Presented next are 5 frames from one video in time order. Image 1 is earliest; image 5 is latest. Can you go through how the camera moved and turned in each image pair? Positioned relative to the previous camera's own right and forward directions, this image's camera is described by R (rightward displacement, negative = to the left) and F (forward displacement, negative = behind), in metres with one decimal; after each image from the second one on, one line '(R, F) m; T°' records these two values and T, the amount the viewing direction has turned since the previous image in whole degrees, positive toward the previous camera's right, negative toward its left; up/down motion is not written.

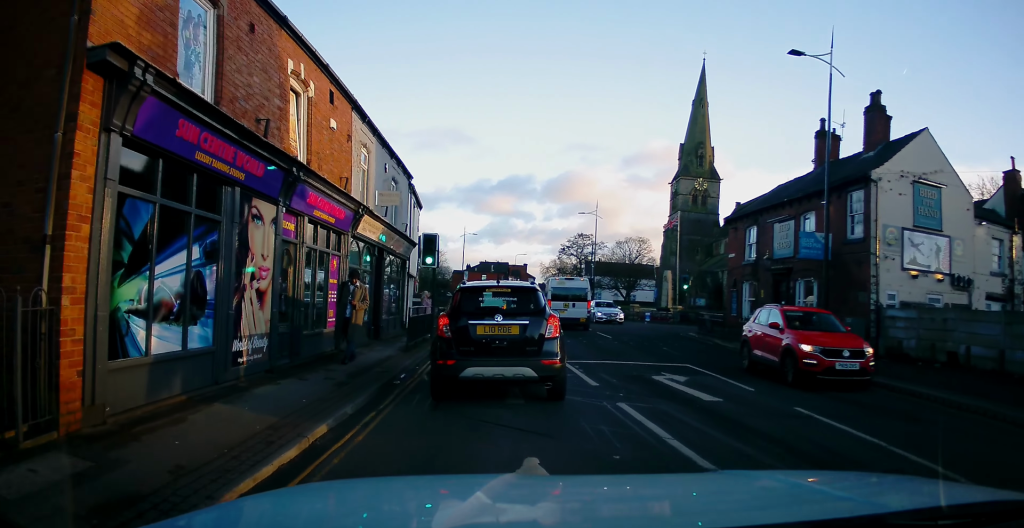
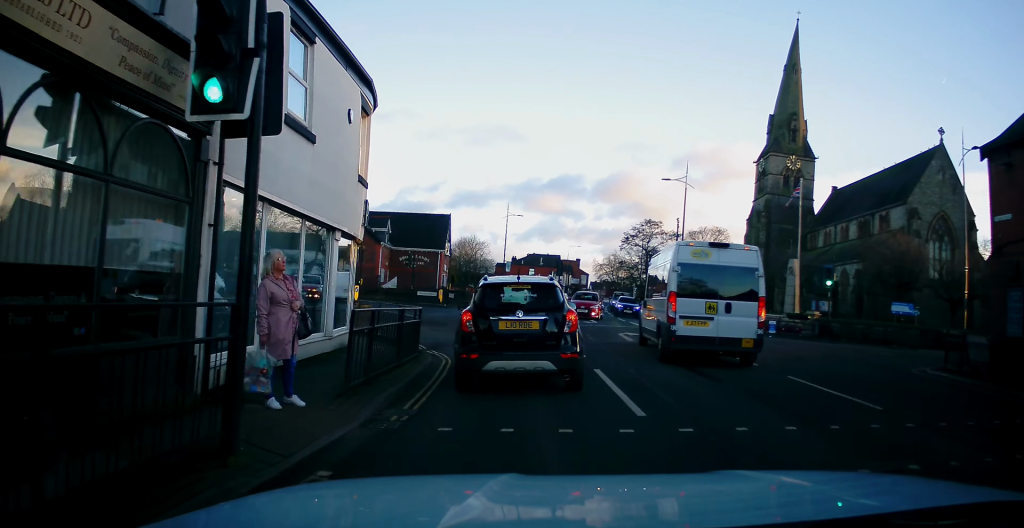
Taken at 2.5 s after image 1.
(-0.7, +15.9) m; -3°
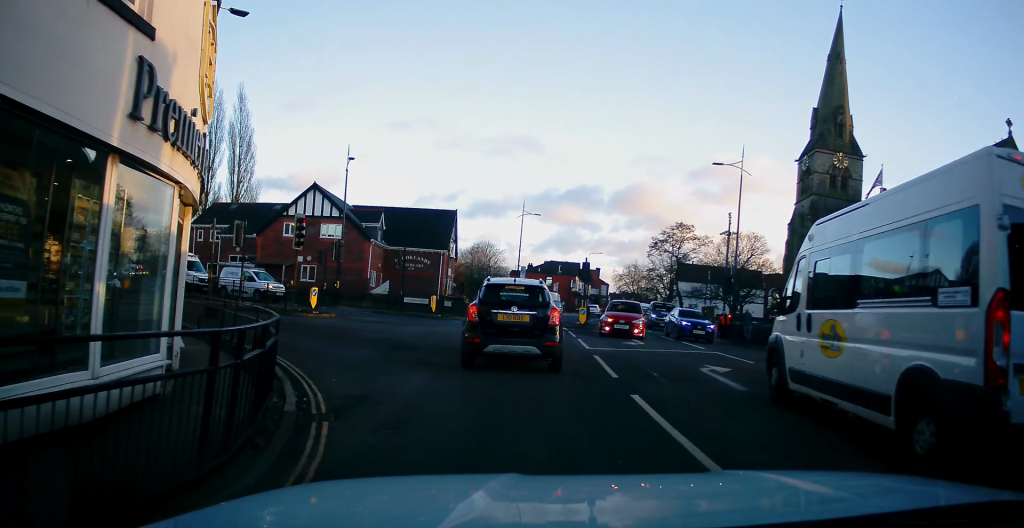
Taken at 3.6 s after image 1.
(0.0, +8.6) m; -2°
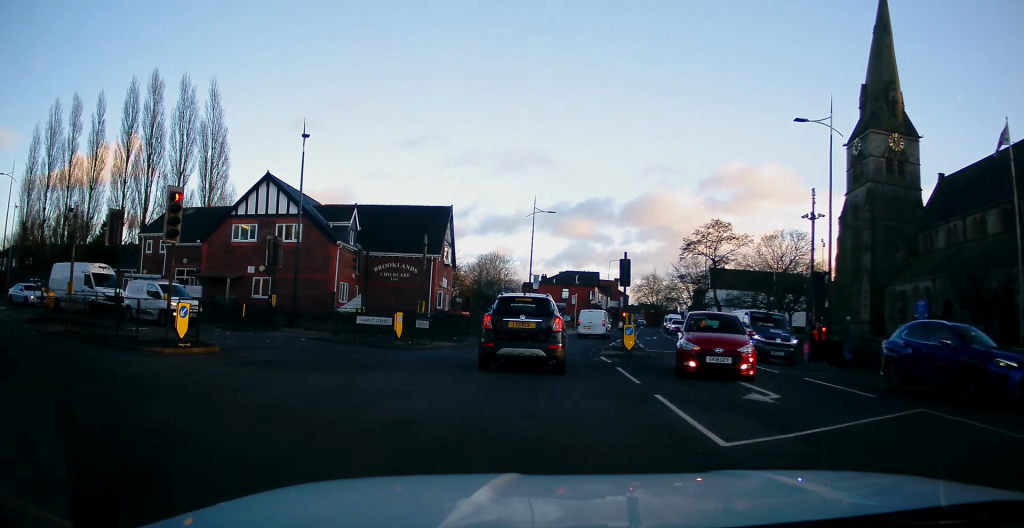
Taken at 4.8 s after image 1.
(-0.4, +10.1) m; 0°
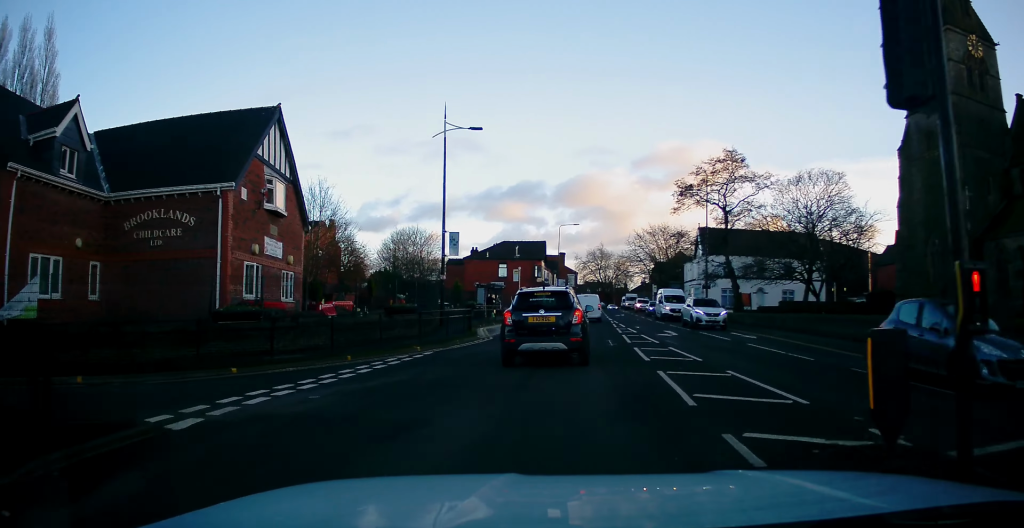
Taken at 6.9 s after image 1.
(+1.3, +20.5) m; +7°
